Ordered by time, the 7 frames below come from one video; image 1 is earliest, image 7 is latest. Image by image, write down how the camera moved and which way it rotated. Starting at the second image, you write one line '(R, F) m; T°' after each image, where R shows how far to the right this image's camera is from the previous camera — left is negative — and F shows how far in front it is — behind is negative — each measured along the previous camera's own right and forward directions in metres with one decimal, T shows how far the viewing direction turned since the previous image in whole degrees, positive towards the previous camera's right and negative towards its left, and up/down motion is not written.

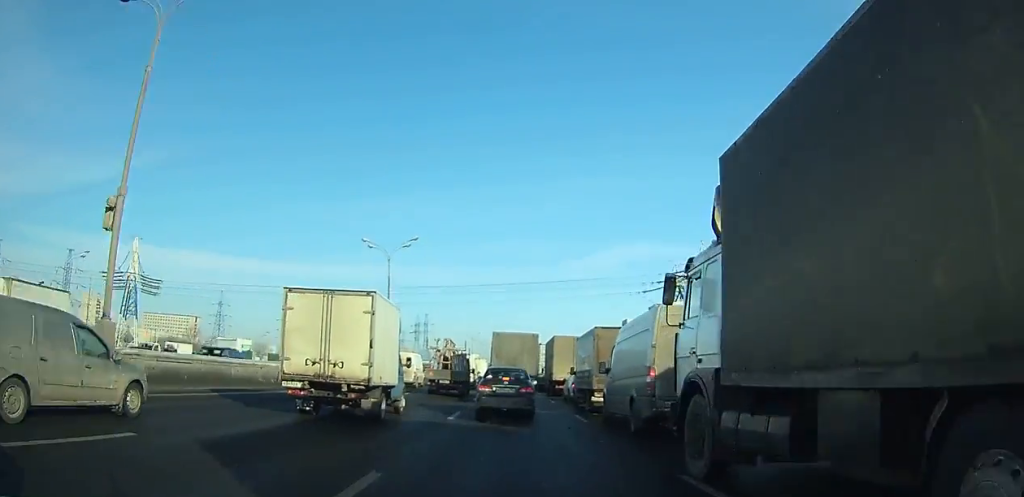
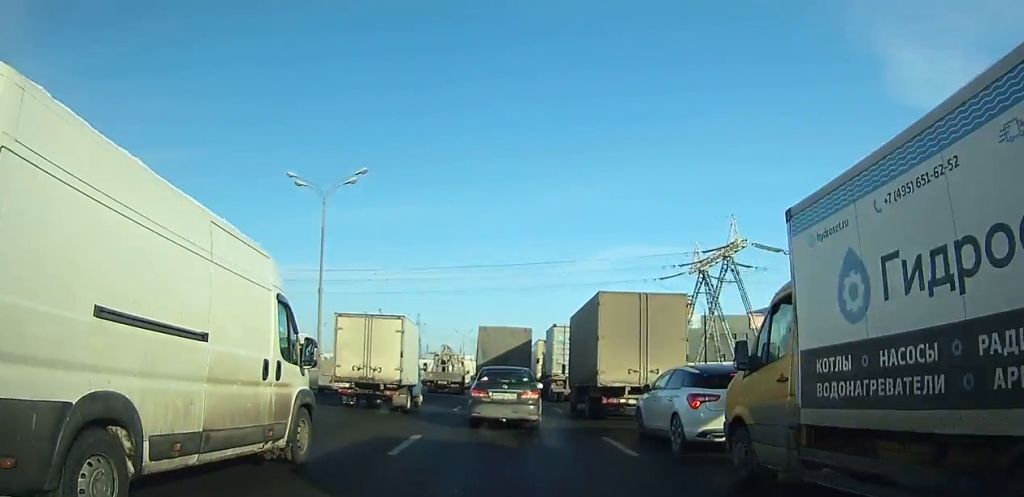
(0.0, +19.3) m; 0°
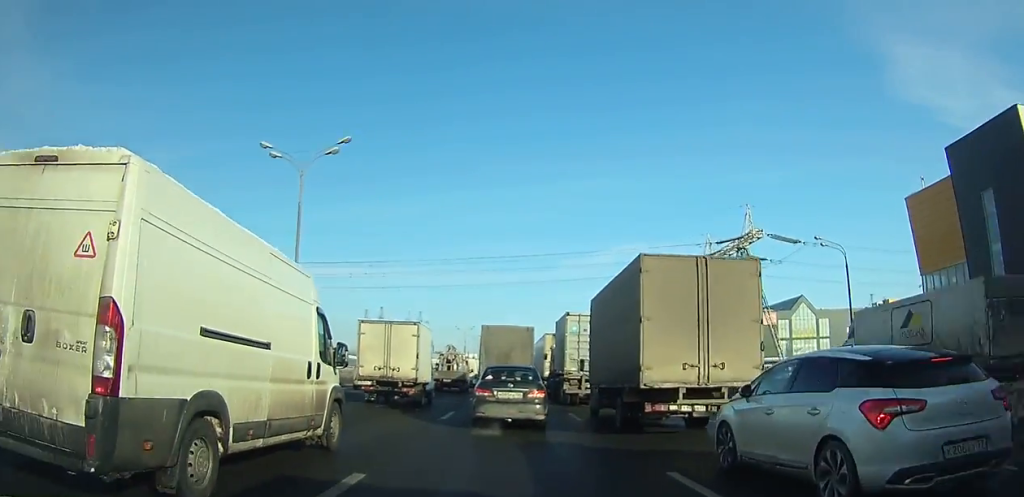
(0.0, +5.7) m; 0°
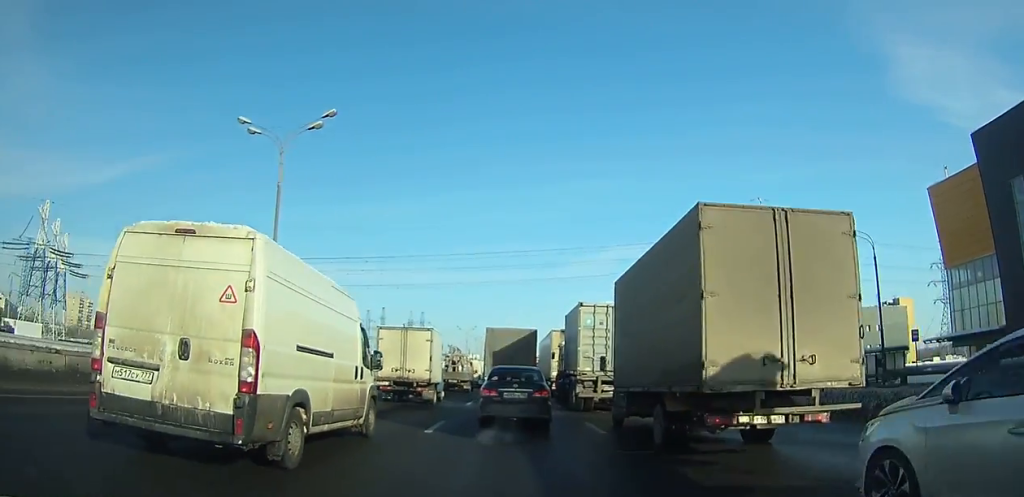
(0.0, +4.7) m; 0°
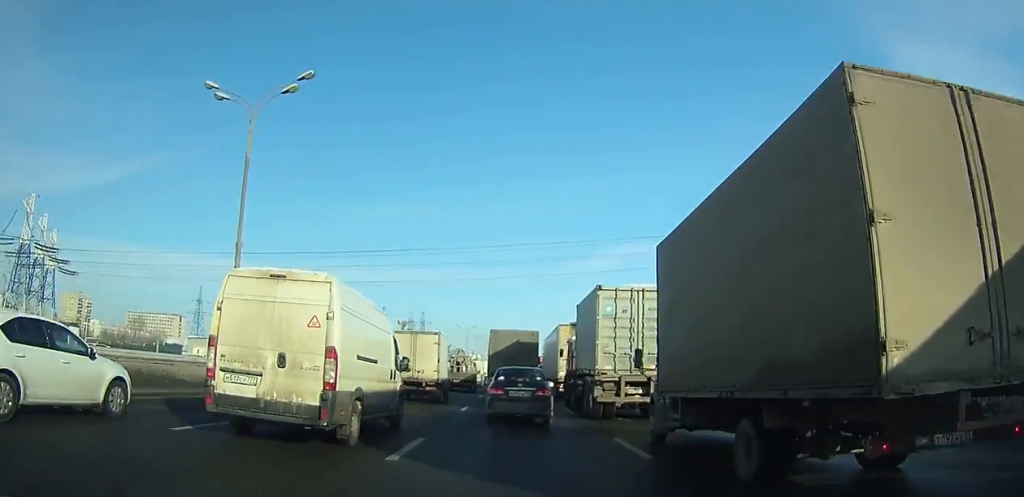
(0.0, +5.0) m; 0°
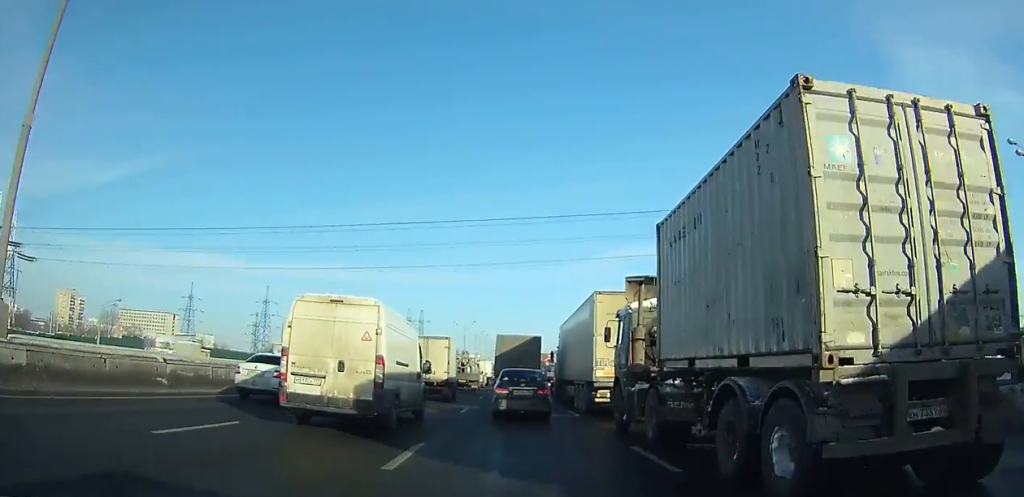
(-0.1, +14.0) m; 0°
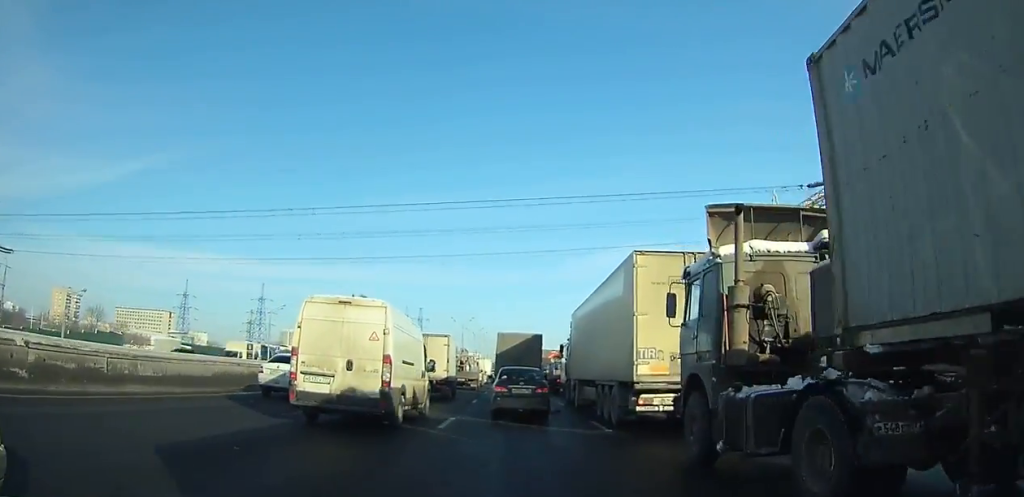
(0.0, +5.5) m; 0°
